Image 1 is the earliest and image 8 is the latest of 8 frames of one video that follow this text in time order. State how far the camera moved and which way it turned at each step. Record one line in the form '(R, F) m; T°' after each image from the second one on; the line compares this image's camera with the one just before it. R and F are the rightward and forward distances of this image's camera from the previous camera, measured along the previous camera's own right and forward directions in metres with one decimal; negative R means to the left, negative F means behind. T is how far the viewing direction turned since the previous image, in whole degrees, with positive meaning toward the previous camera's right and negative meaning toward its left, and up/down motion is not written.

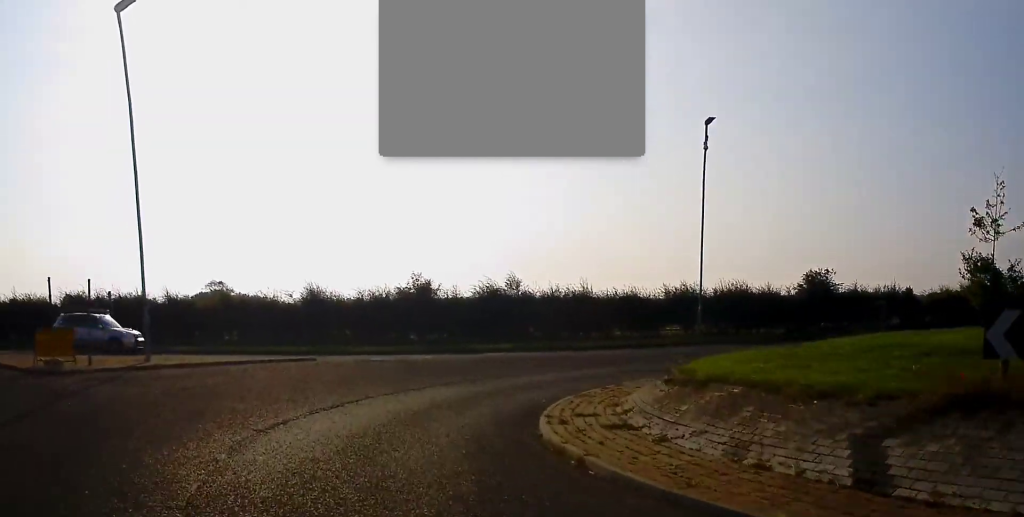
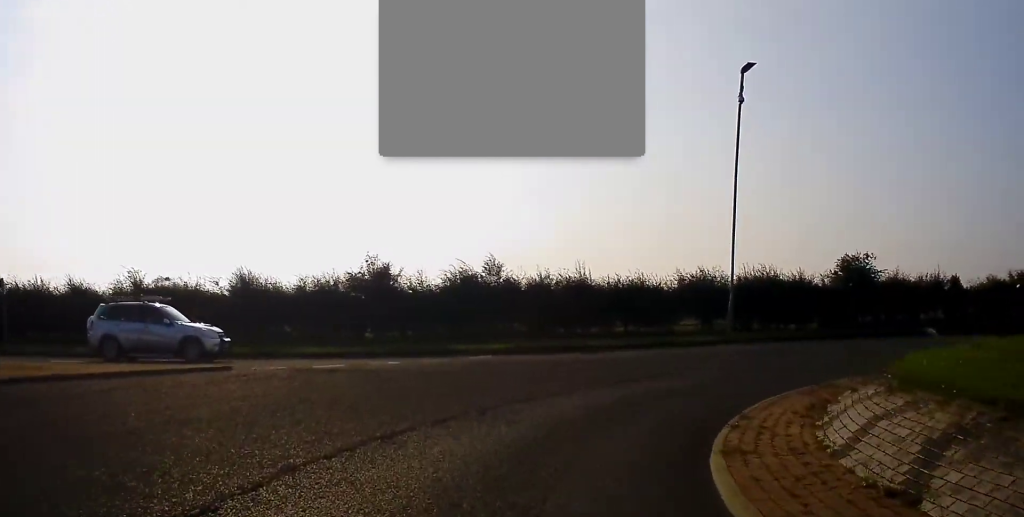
(-0.3, +7.8) m; +2°
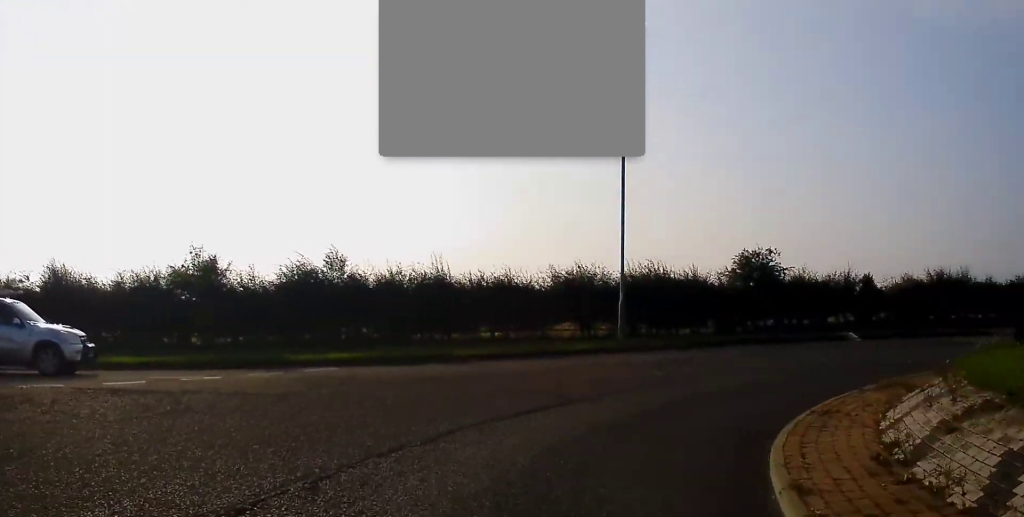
(+0.2, +4.6) m; +11°
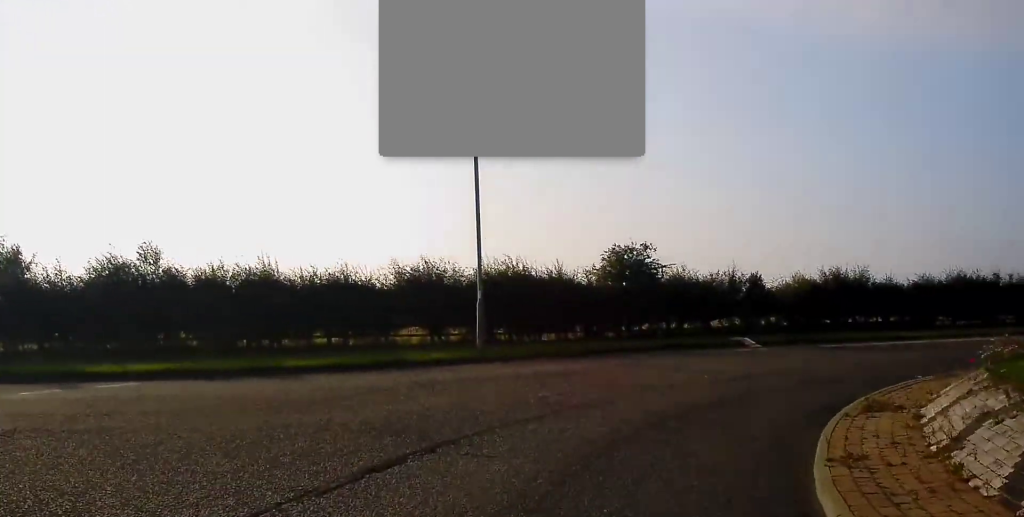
(+0.2, +3.9) m; +14°
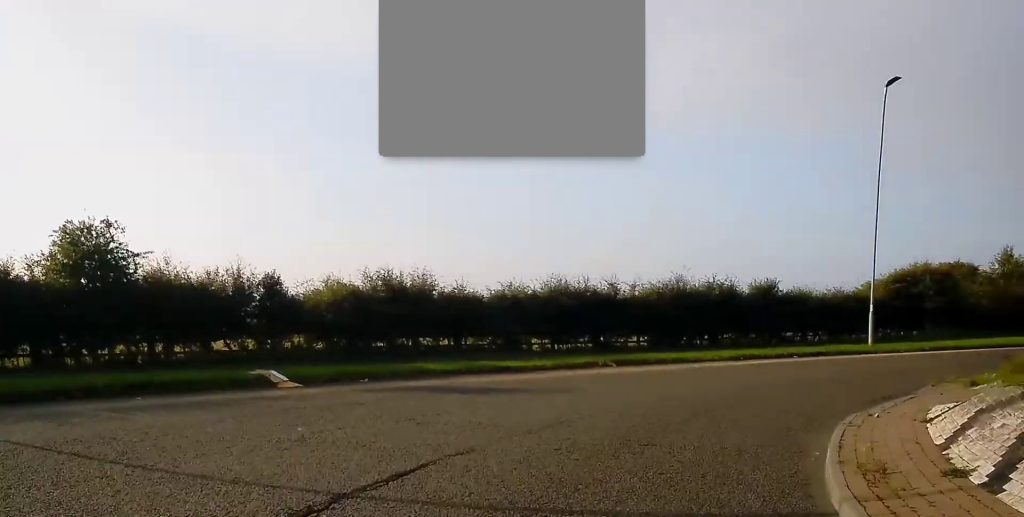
(+3.3, +9.6) m; +35°
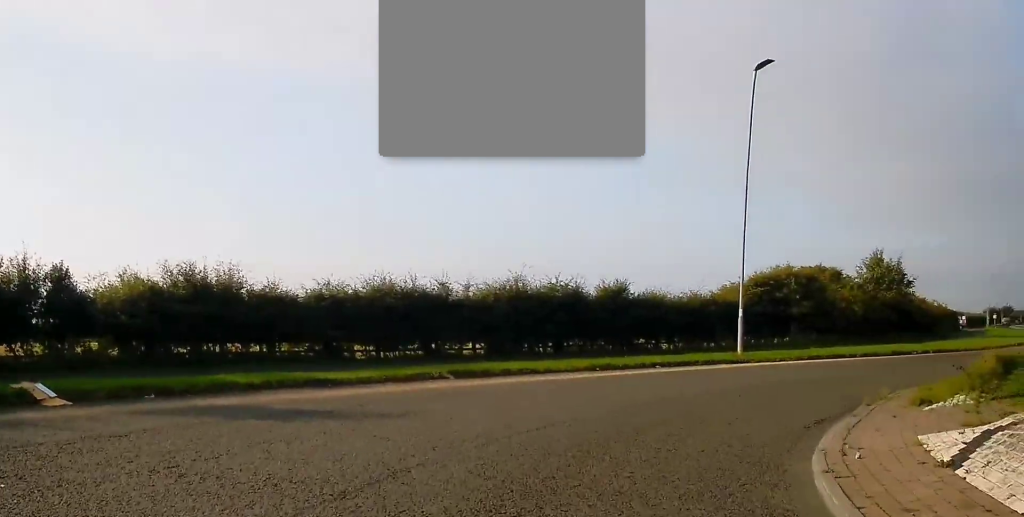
(+0.4, +3.2) m; +11°
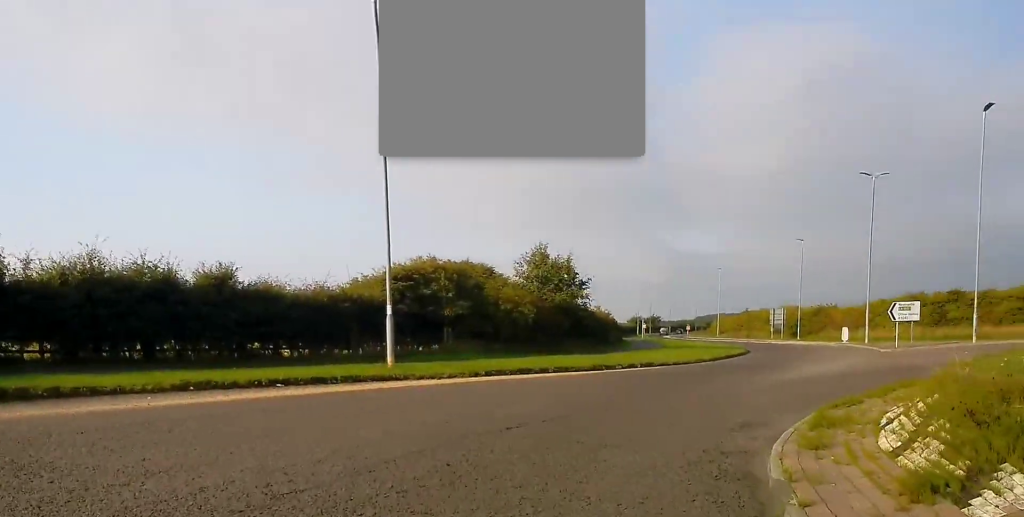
(+1.6, +6.9) m; +25°
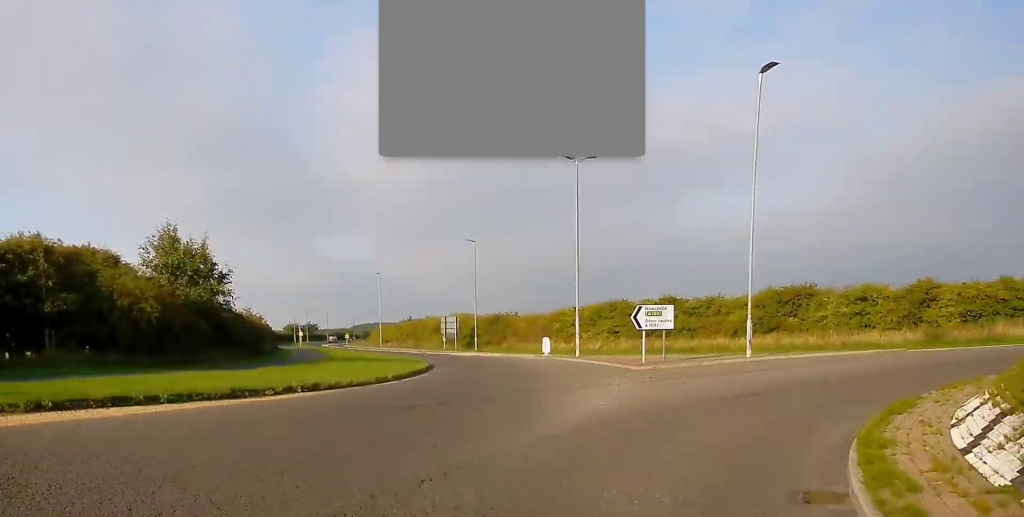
(+1.8, +7.8) m; +24°
